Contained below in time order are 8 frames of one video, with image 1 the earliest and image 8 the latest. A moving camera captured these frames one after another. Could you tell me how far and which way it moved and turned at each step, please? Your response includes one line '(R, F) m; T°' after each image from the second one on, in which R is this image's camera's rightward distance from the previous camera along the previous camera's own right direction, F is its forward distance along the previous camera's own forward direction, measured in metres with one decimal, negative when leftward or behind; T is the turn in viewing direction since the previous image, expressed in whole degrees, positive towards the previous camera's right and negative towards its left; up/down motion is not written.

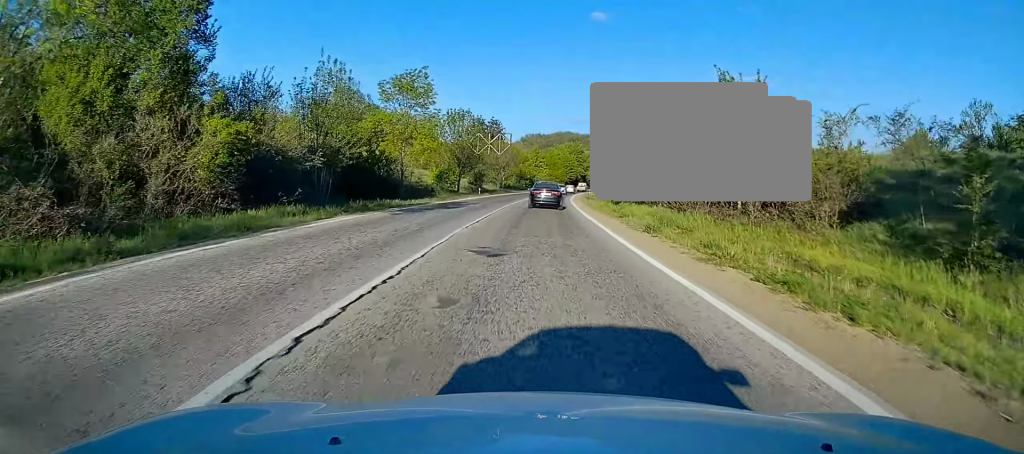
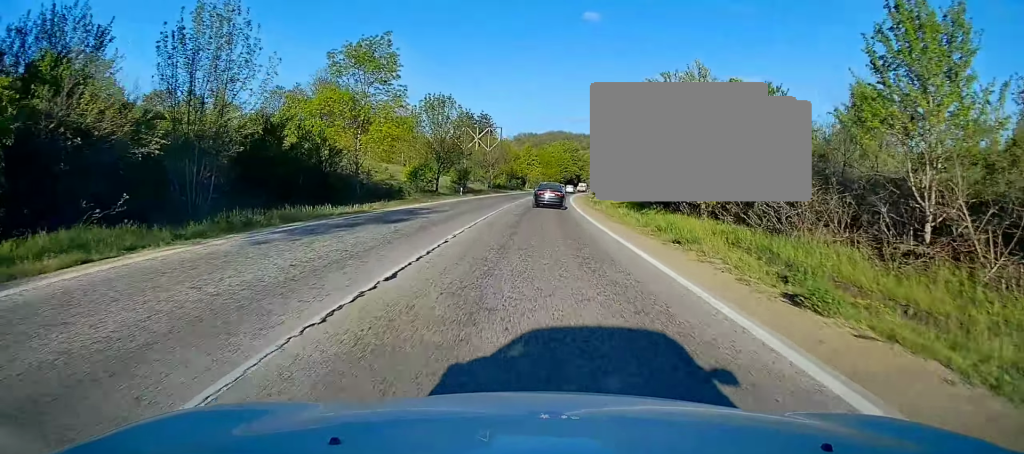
(0.0, +11.4) m; 0°
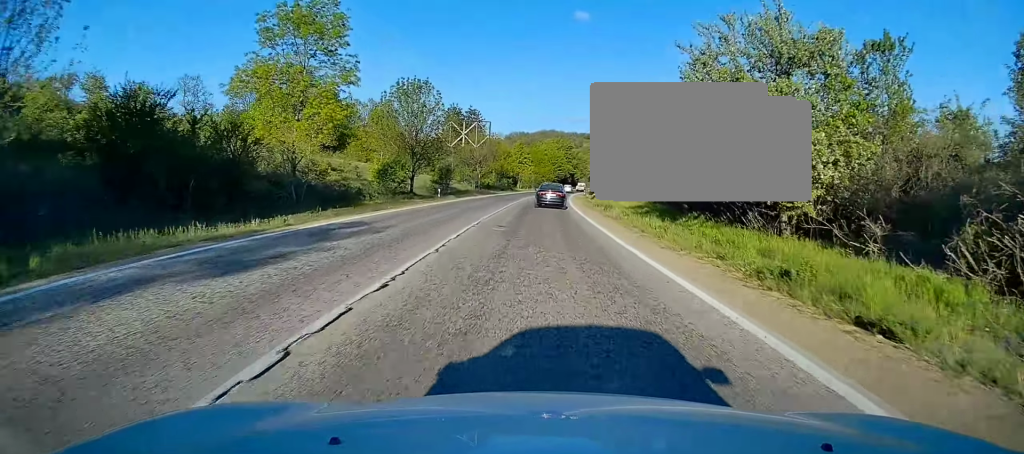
(+0.2, +9.5) m; +1°
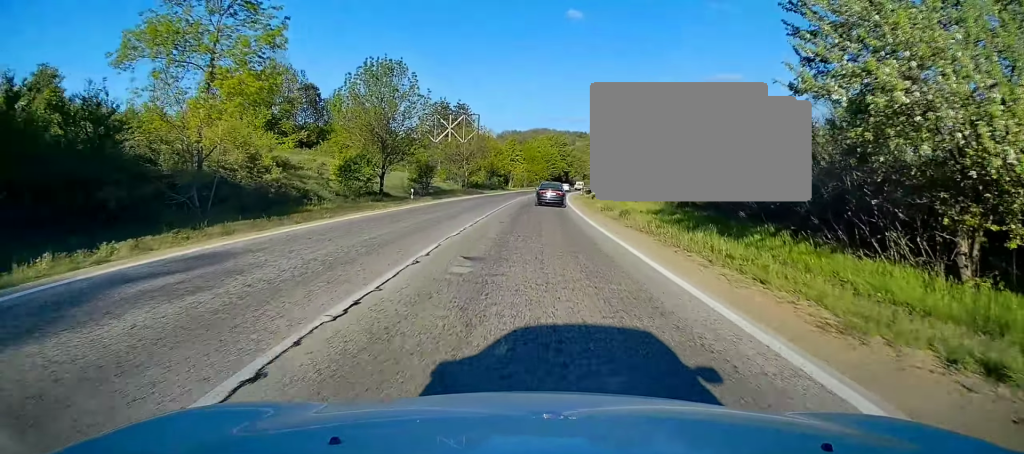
(0.0, +8.3) m; +1°
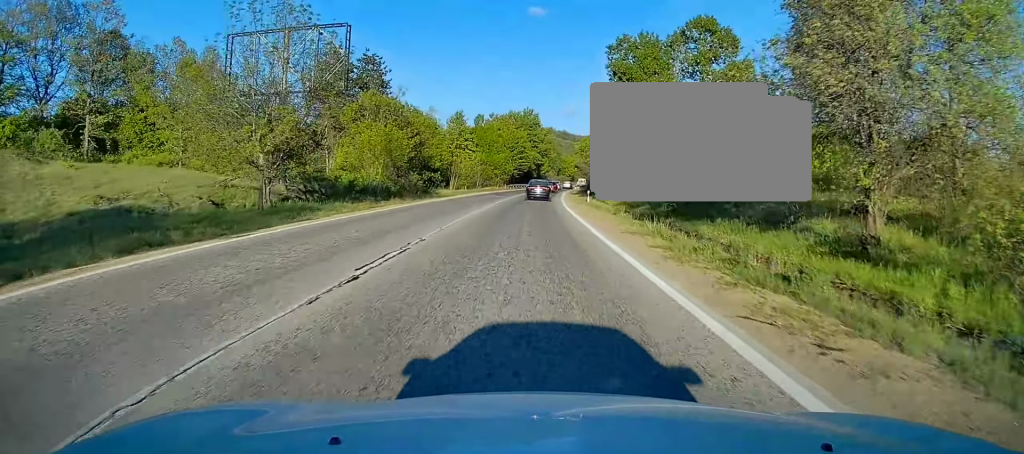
(+1.5, +53.2) m; +3°
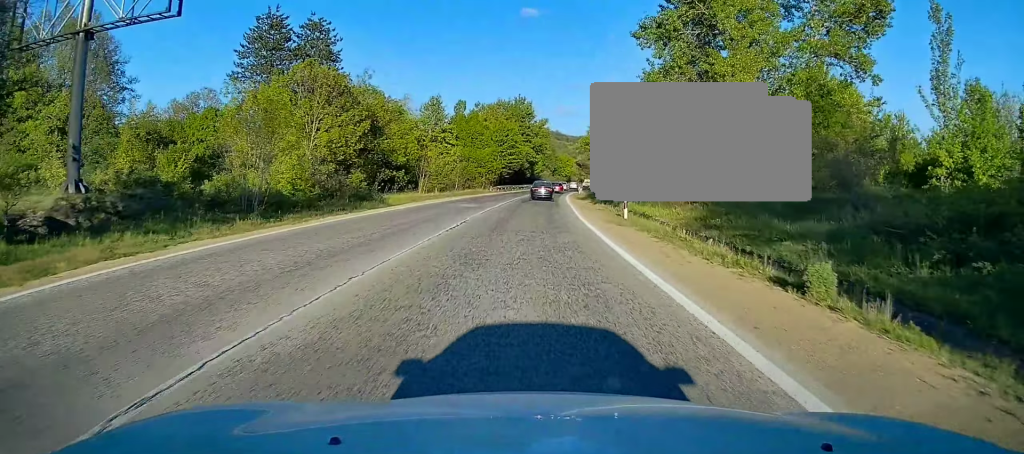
(+0.4, +19.5) m; +1°
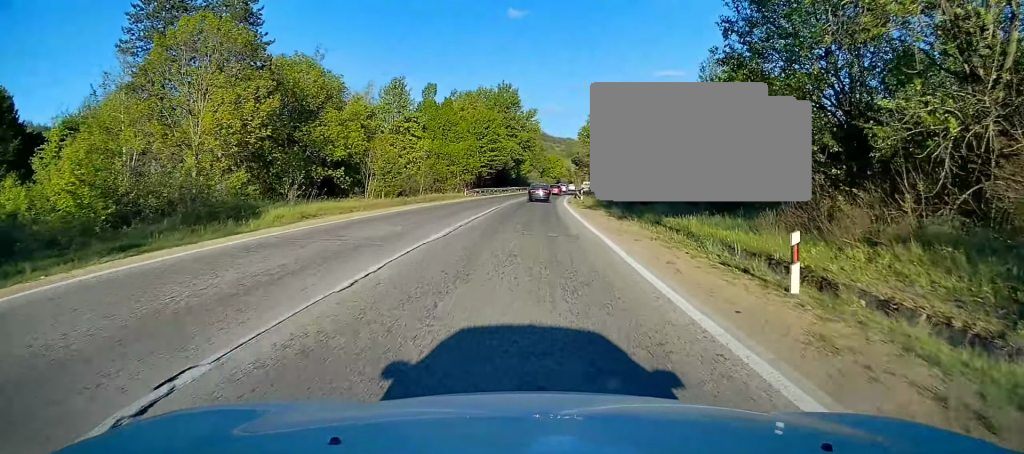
(0.0, +17.0) m; +1°
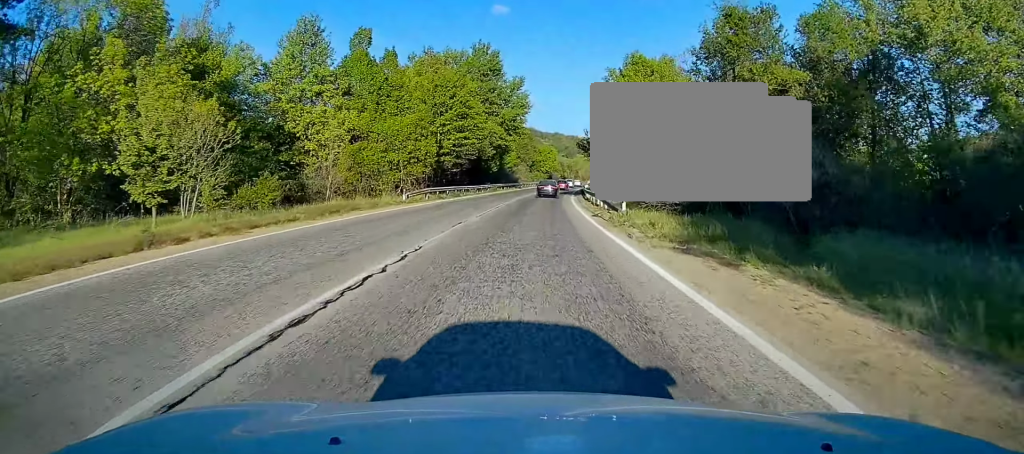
(+0.4, +25.3) m; +1°
